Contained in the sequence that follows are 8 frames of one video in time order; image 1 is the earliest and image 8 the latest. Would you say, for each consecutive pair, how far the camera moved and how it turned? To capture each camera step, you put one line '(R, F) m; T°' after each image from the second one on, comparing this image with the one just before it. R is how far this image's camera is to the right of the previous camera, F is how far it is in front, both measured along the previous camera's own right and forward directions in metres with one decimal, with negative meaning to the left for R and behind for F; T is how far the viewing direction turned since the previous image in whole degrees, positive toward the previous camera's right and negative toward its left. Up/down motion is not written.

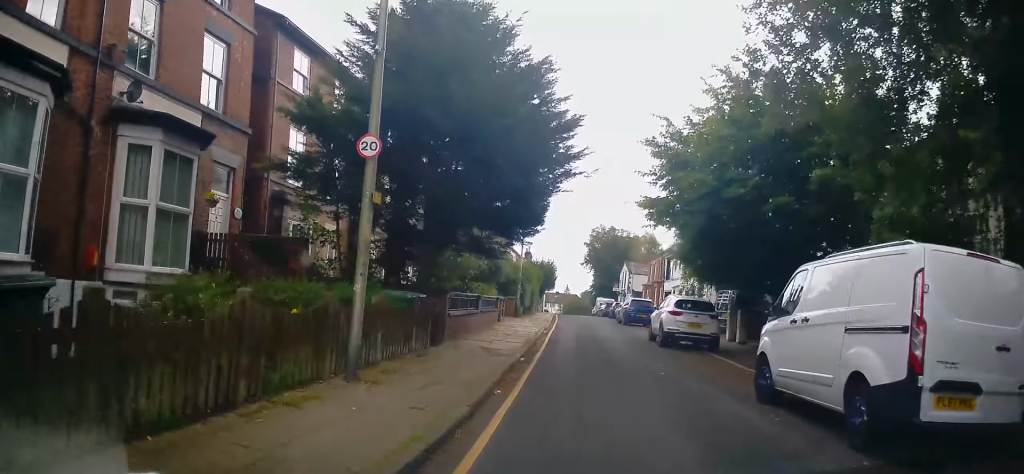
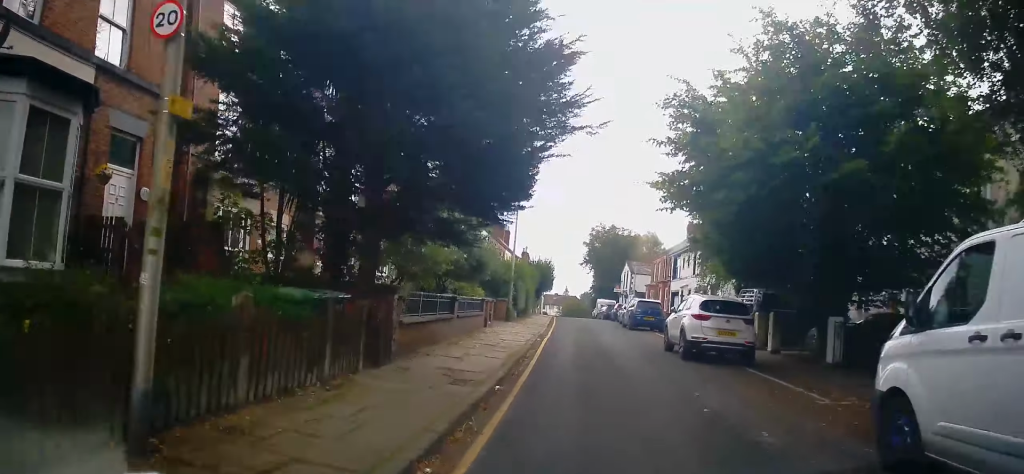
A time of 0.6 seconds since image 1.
(+0.1, +3.8) m; +2°
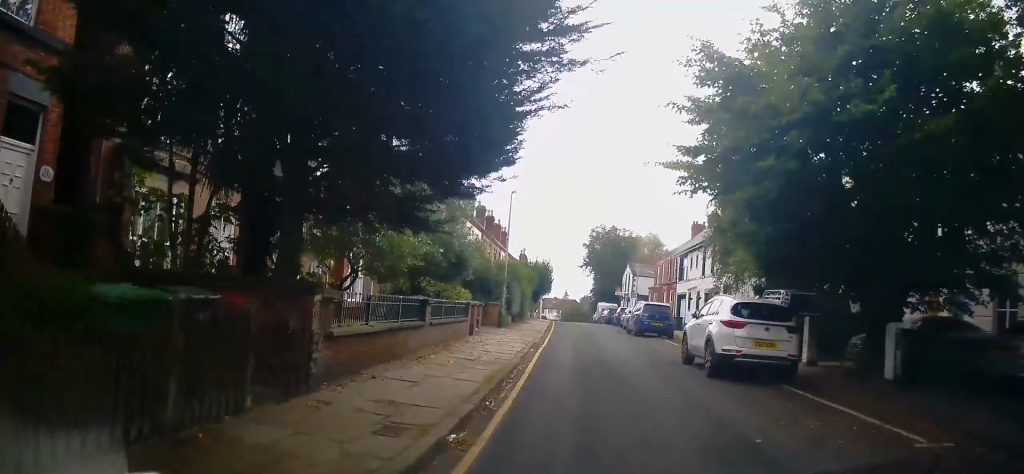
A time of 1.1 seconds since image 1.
(+0.2, +3.0) m; +1°
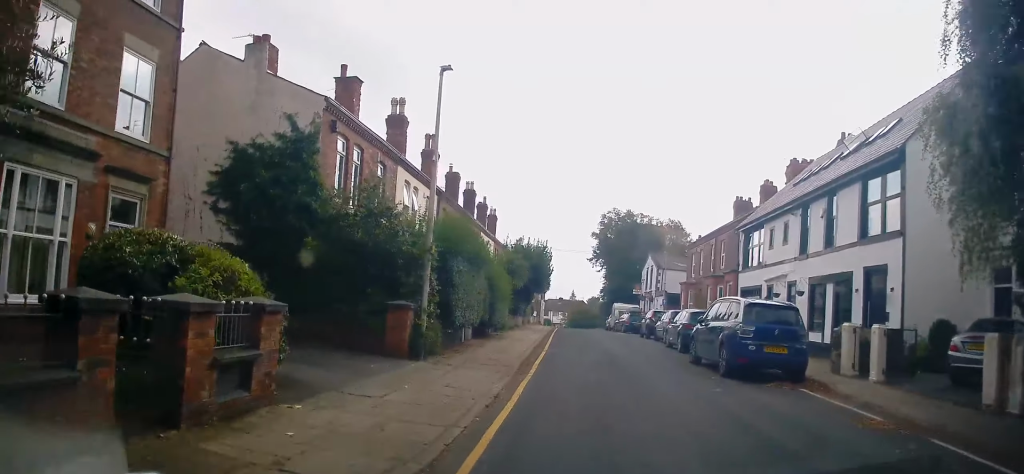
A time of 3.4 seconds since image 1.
(-0.6, +15.2) m; -7°
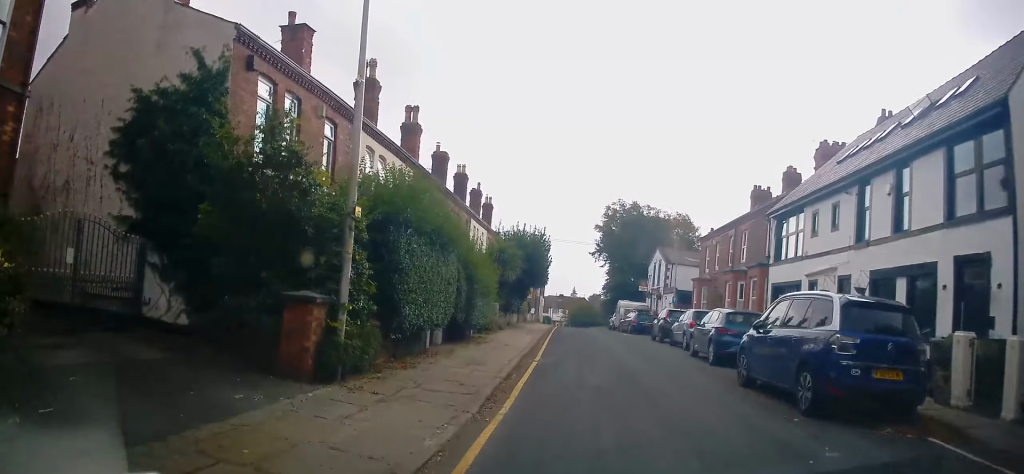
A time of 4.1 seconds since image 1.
(-0.3, +4.2) m; 0°
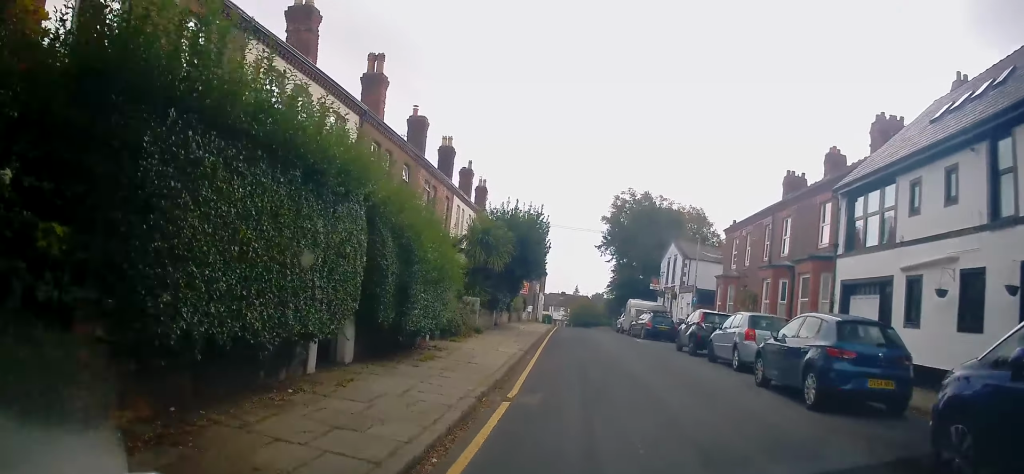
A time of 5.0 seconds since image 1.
(+0.2, +6.1) m; +1°
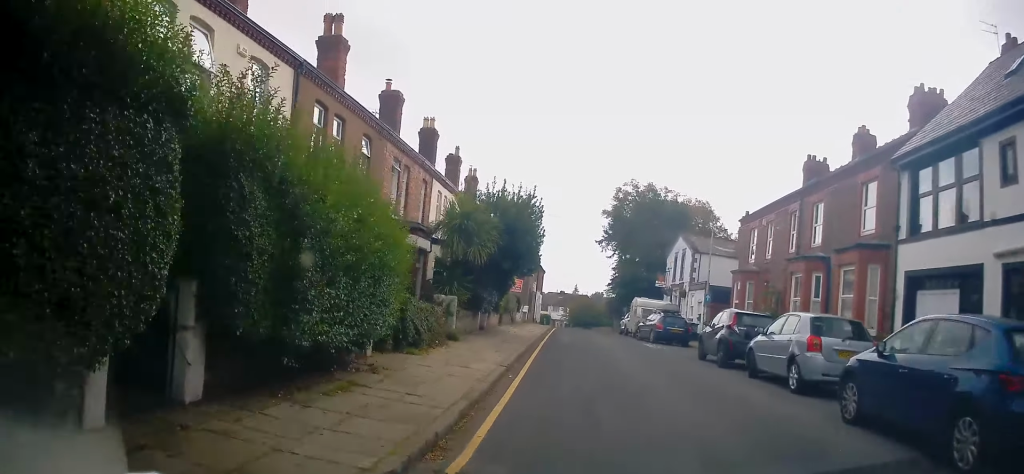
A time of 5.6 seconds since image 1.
(+0.1, +3.8) m; +1°
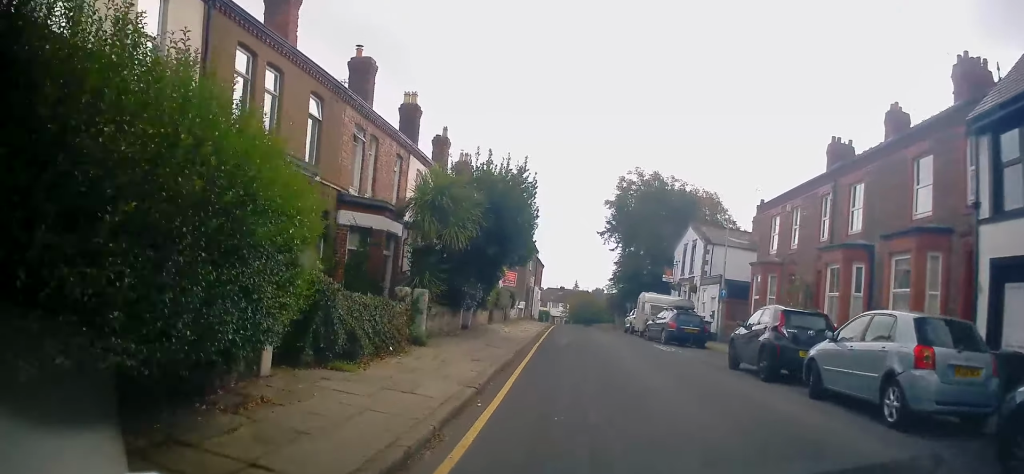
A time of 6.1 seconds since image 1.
(-0.1, +3.5) m; +1°
